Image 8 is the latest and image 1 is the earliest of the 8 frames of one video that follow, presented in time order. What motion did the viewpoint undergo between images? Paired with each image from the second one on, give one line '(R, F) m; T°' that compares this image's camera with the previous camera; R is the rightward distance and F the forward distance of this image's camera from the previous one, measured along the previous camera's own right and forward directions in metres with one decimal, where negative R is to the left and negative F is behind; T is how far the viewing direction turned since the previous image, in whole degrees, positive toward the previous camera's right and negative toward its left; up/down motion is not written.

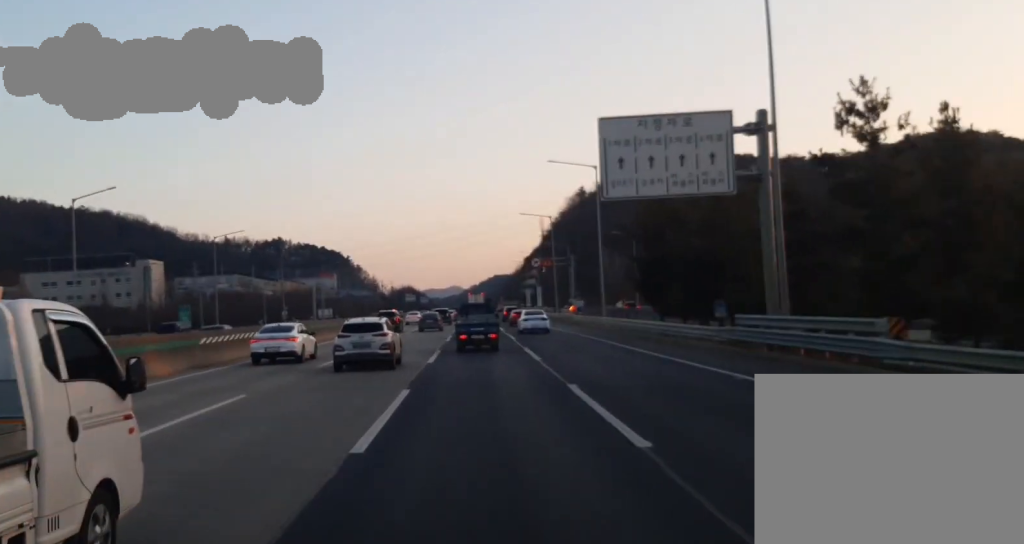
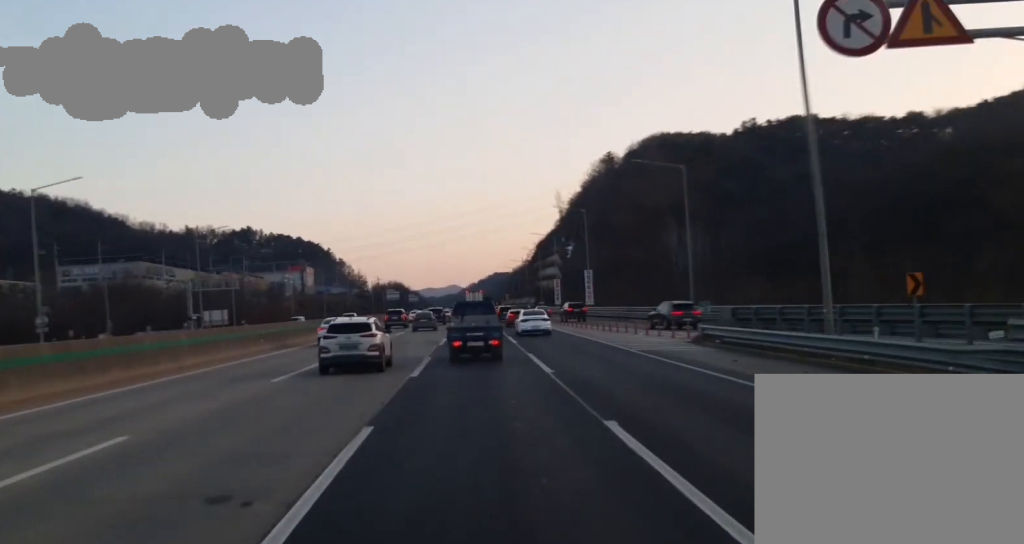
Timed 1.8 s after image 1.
(+0.3, +86.1) m; 0°
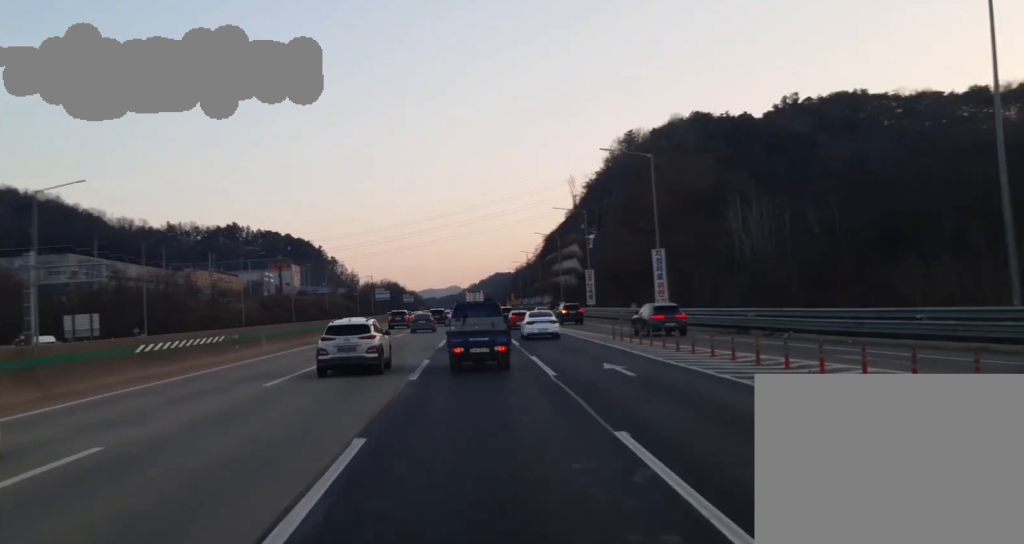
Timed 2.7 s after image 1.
(-0.1, +40.9) m; 0°
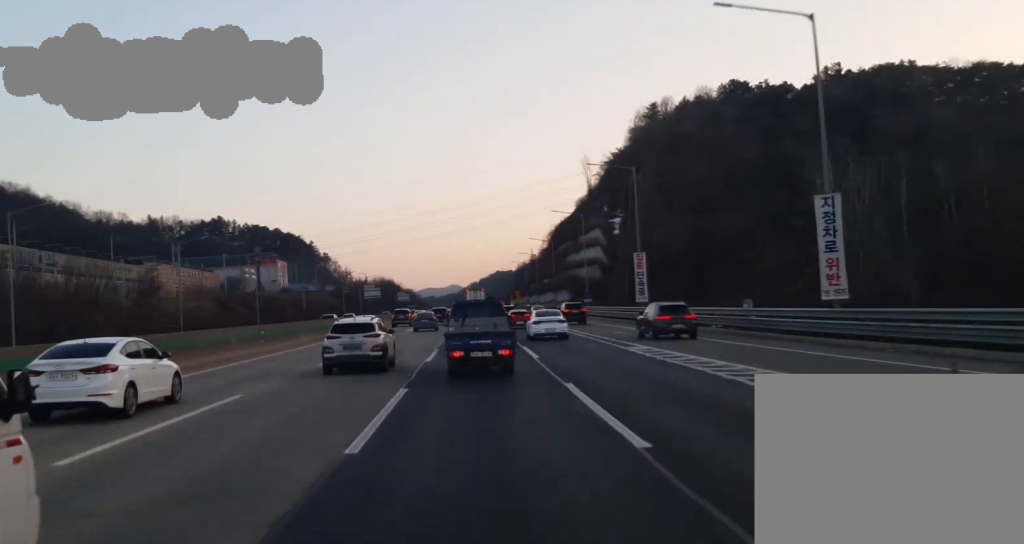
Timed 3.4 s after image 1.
(0.0, +32.7) m; 0°
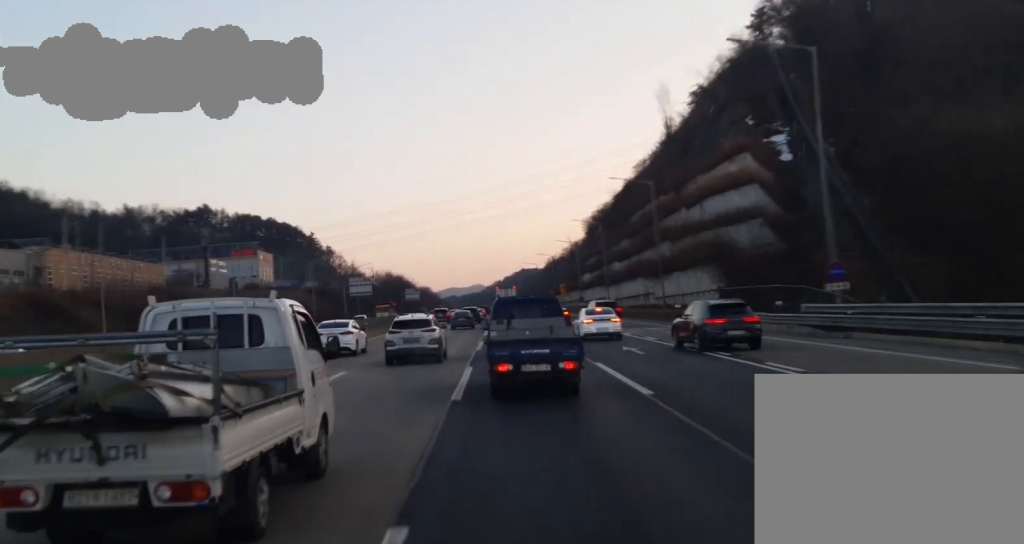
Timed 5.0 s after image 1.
(-0.2, +74.2) m; -1°
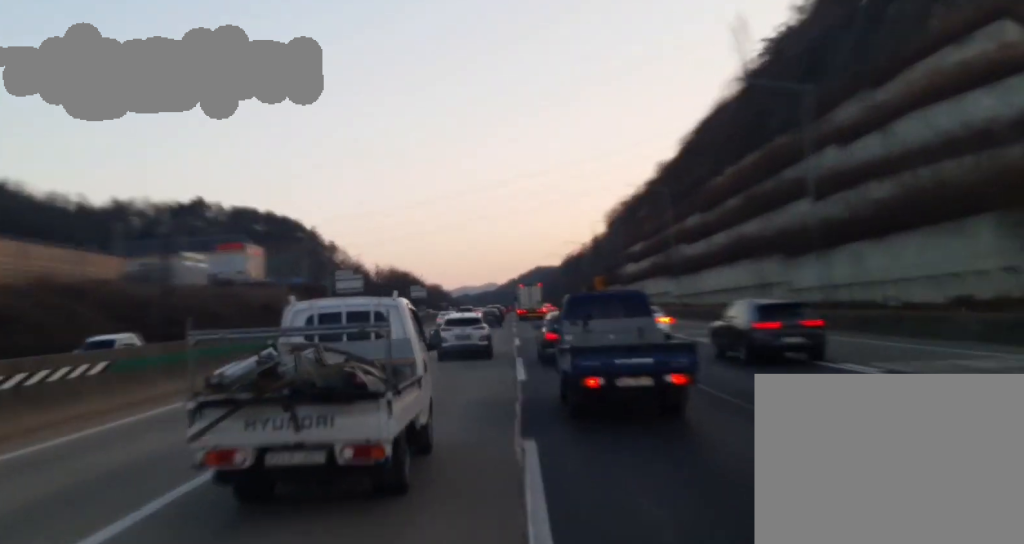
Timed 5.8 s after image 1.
(-0.2, +35.6) m; -1°
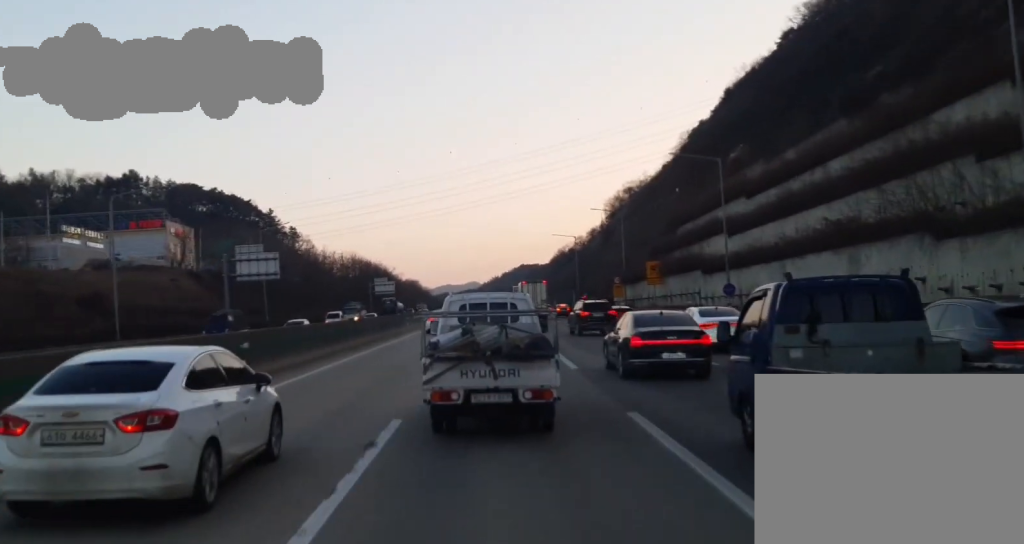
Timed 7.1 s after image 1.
(-0.8, +57.2) m; 0°
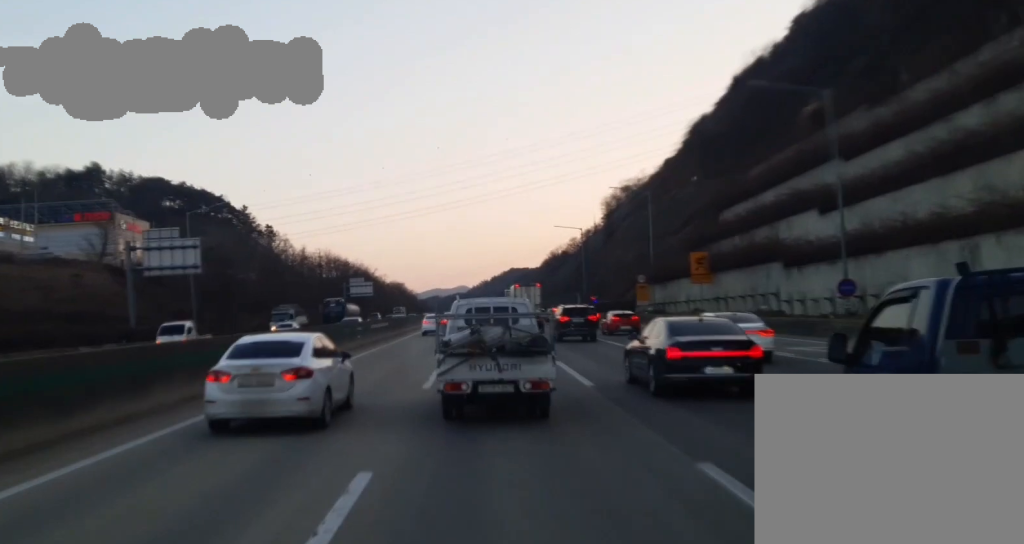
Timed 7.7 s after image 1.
(+0.1, +25.0) m; +1°
